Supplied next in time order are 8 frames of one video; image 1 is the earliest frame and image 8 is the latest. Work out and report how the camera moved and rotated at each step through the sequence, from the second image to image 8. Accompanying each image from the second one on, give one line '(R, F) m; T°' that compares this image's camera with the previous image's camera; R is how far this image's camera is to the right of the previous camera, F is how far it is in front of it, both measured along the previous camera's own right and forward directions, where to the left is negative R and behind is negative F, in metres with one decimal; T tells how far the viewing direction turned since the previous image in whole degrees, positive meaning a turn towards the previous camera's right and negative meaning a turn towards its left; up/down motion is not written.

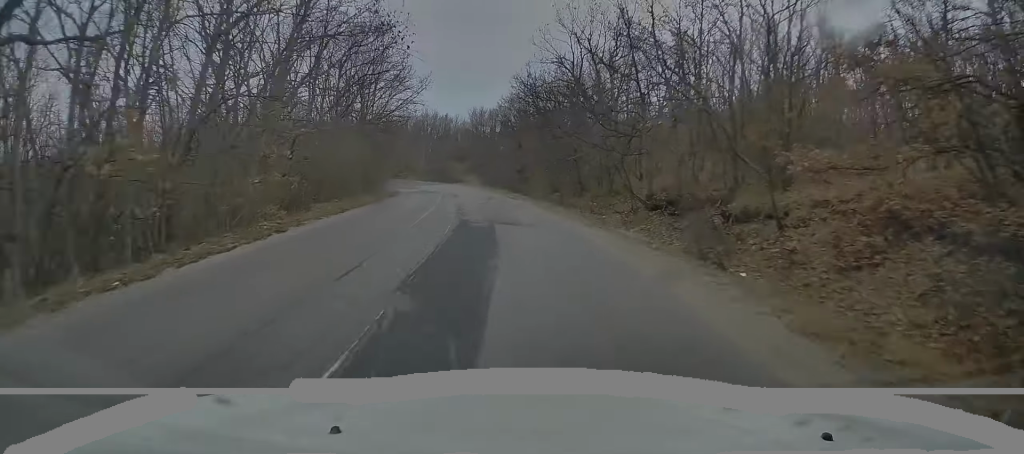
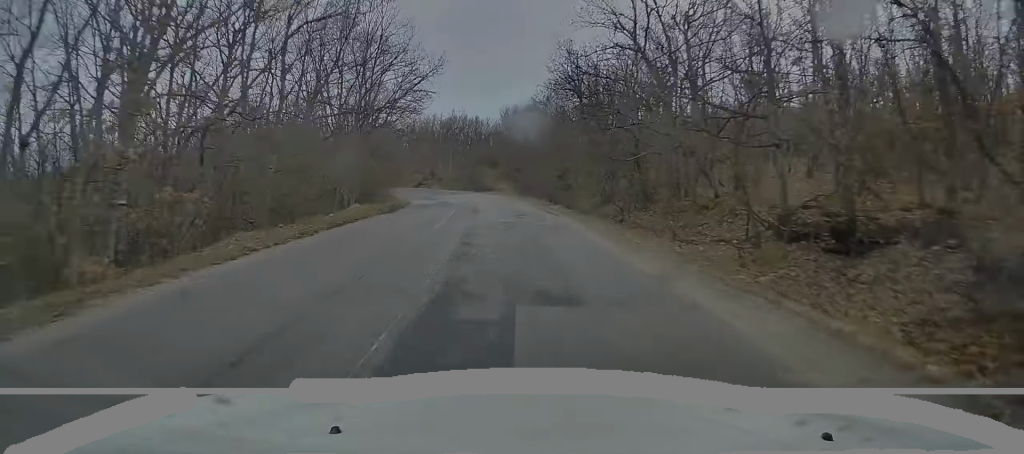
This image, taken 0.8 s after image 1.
(-0.2, +8.8) m; -2°
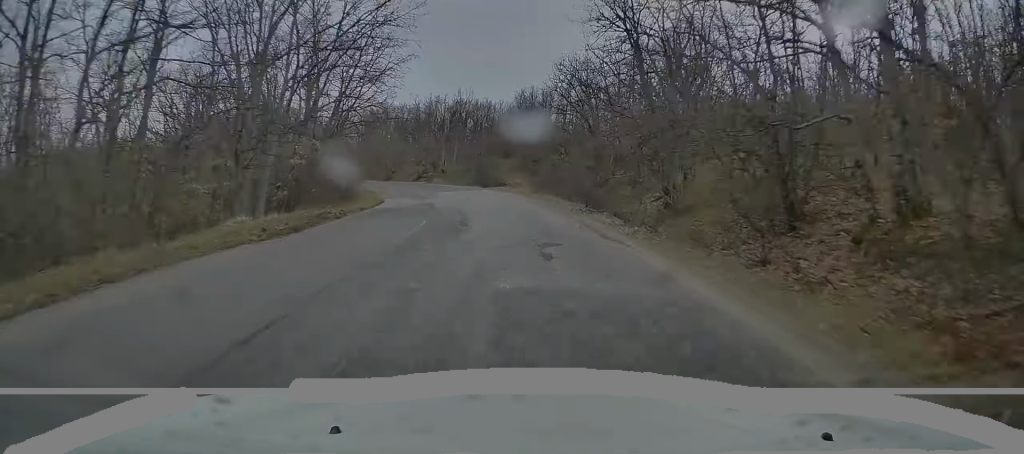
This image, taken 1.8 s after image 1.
(-0.3, +12.3) m; -3°
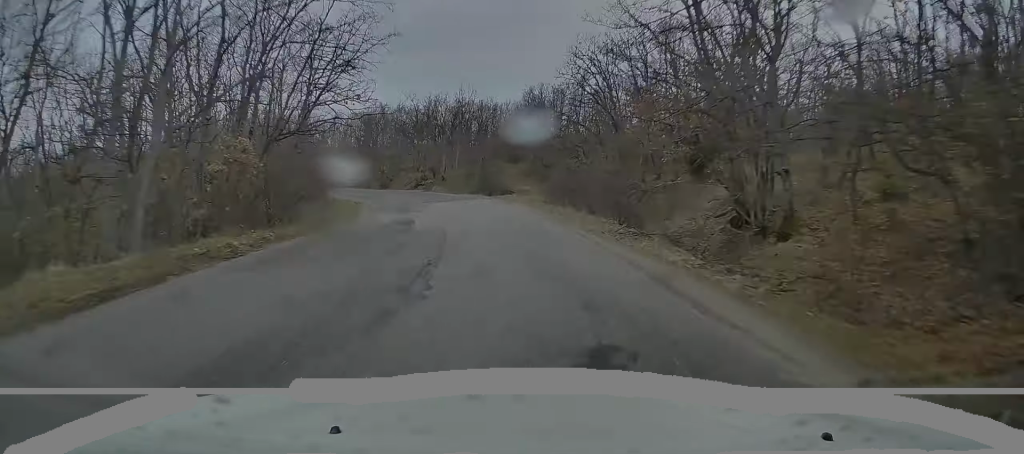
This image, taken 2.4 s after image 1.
(-0.1, +6.9) m; -1°
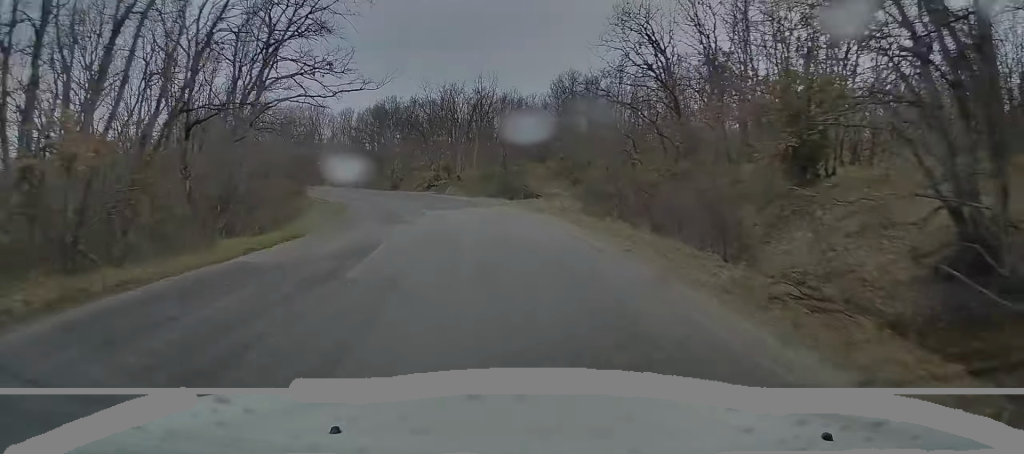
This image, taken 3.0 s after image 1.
(-0.1, +7.9) m; -2°
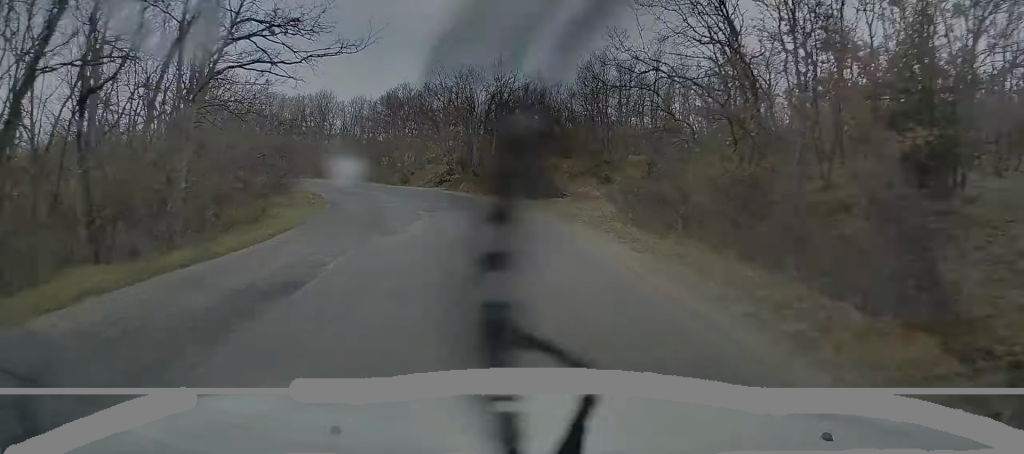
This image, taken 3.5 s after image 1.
(-0.1, +5.9) m; -2°
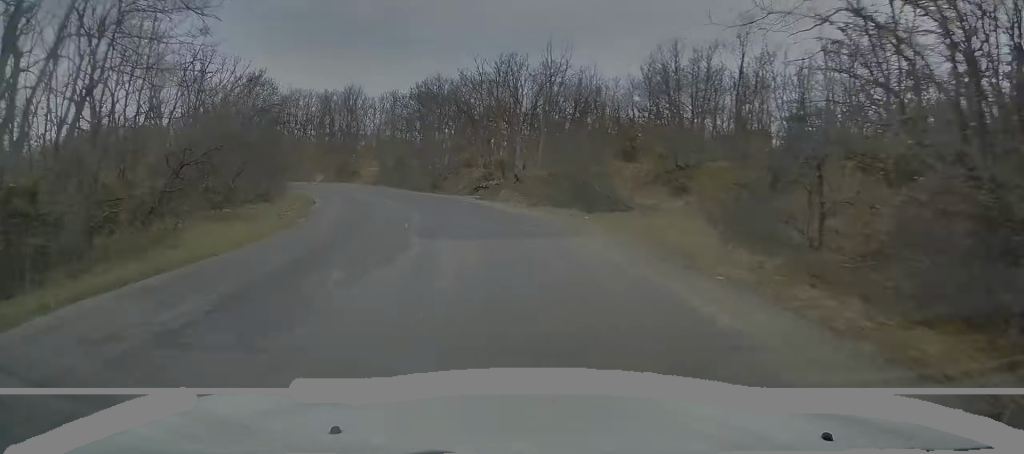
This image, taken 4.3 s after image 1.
(-0.2, +9.1) m; -4°
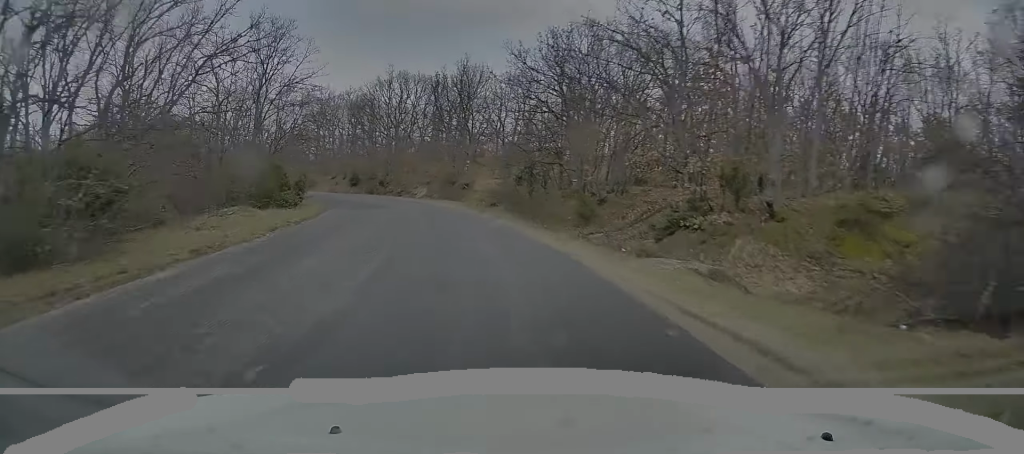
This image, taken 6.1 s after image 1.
(-2.9, +23.0) m; -14°
